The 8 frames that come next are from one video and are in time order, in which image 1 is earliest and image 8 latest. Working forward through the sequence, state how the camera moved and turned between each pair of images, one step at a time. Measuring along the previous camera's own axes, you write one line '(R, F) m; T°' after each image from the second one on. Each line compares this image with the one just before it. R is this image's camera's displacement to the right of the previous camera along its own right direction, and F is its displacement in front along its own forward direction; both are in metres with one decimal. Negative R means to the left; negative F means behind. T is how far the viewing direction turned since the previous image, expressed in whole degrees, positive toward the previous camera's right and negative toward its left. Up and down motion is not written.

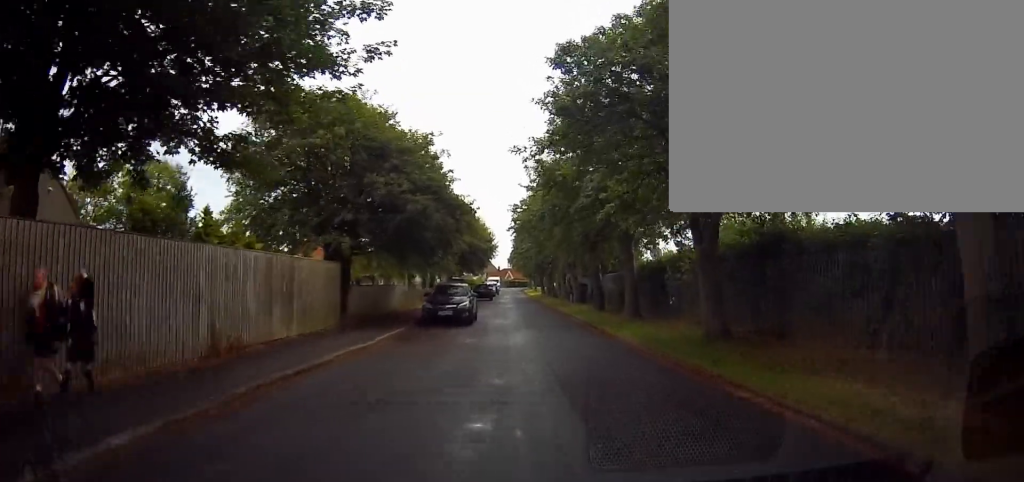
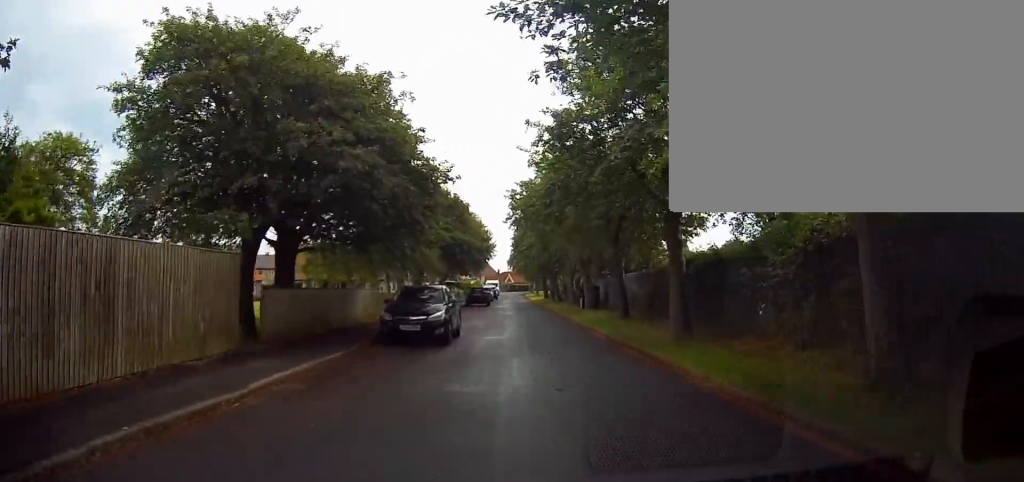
(-0.3, +7.3) m; -1°
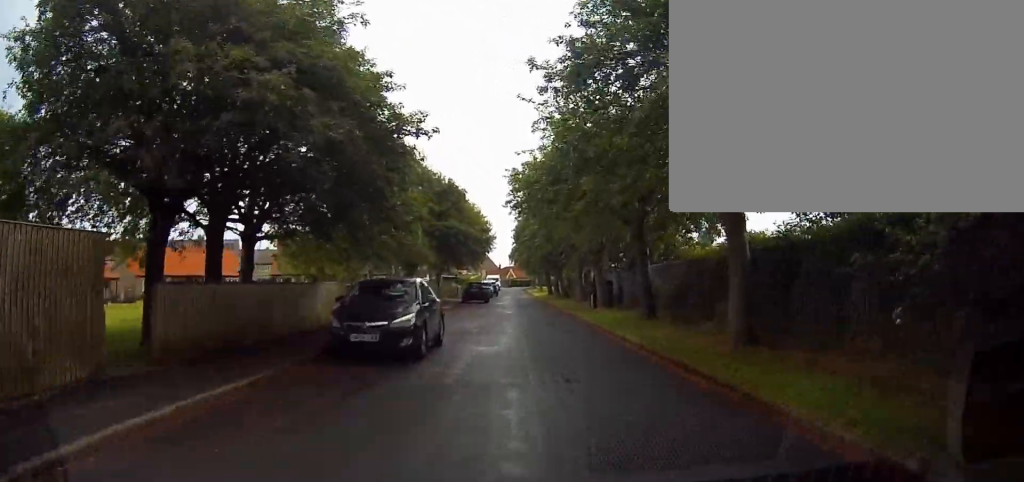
(-0.1, +4.7) m; 0°
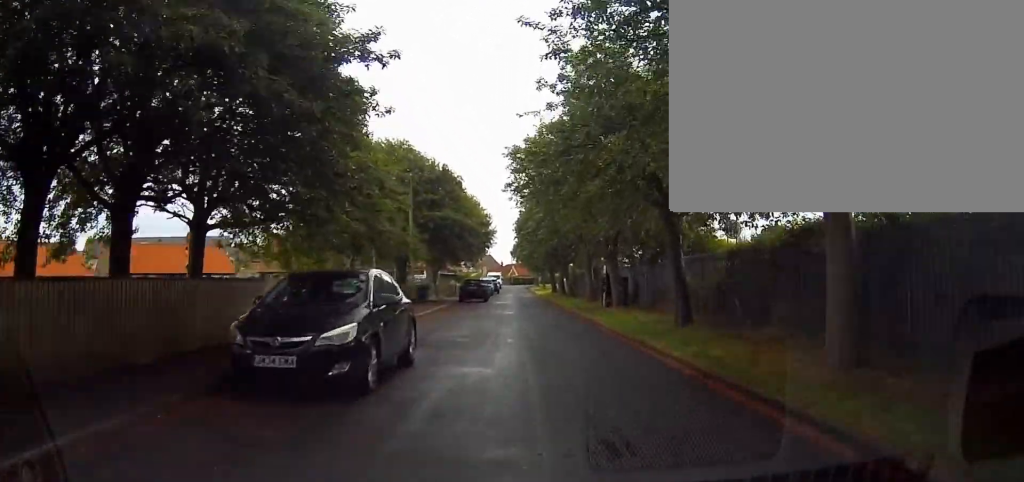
(+0.2, +4.1) m; +1°
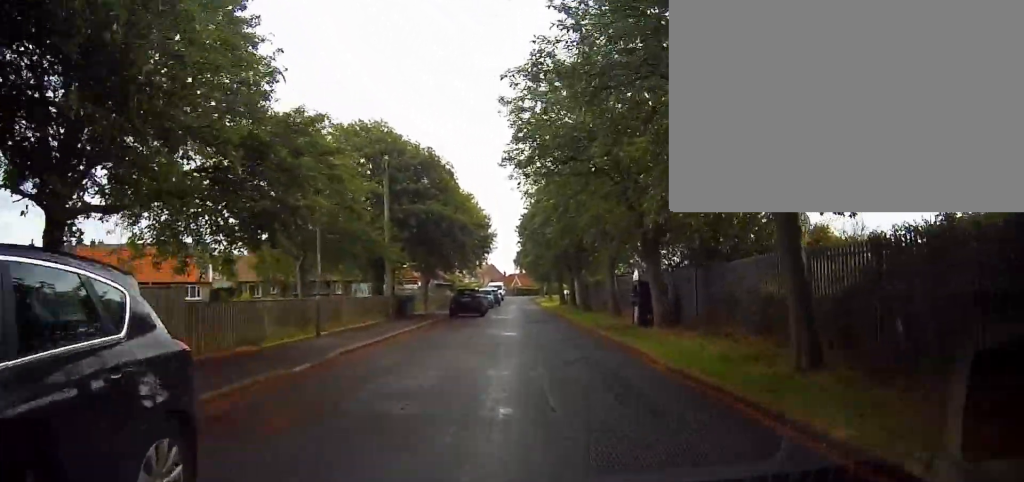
(0.0, +7.2) m; -1°
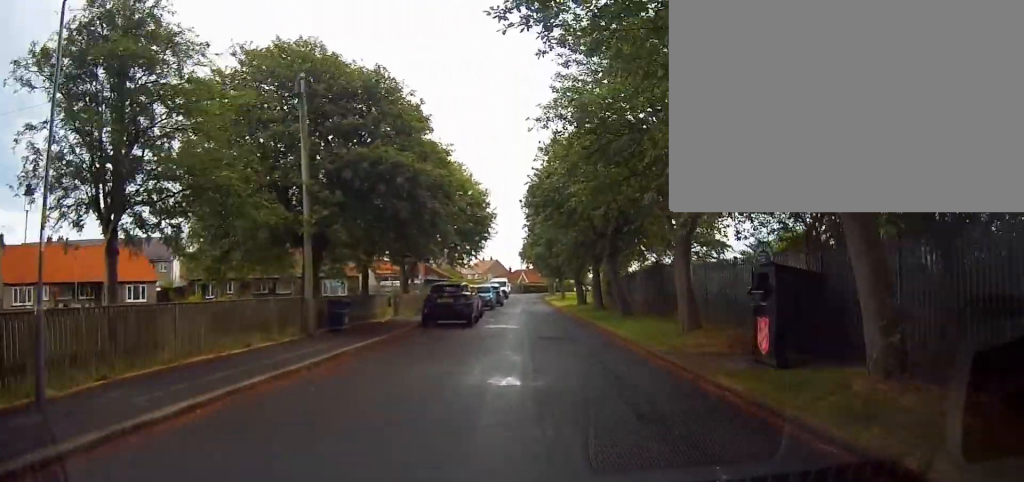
(-0.1, +11.7) m; -1°
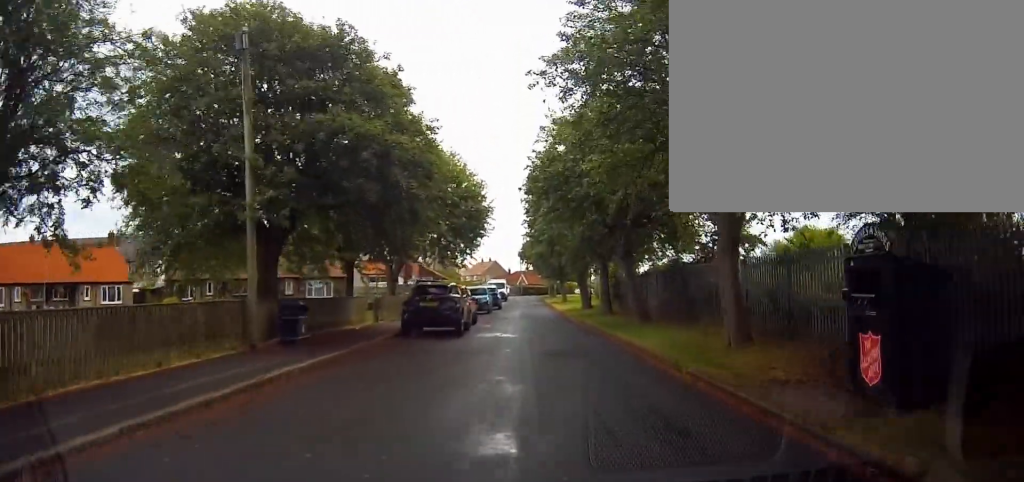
(0.0, +3.7) m; 0°
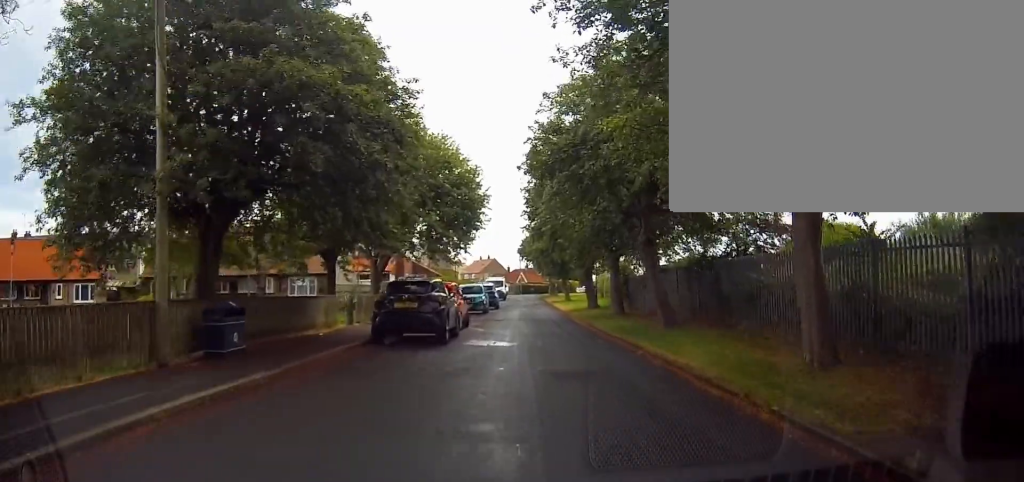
(0.0, +3.7) m; 0°
